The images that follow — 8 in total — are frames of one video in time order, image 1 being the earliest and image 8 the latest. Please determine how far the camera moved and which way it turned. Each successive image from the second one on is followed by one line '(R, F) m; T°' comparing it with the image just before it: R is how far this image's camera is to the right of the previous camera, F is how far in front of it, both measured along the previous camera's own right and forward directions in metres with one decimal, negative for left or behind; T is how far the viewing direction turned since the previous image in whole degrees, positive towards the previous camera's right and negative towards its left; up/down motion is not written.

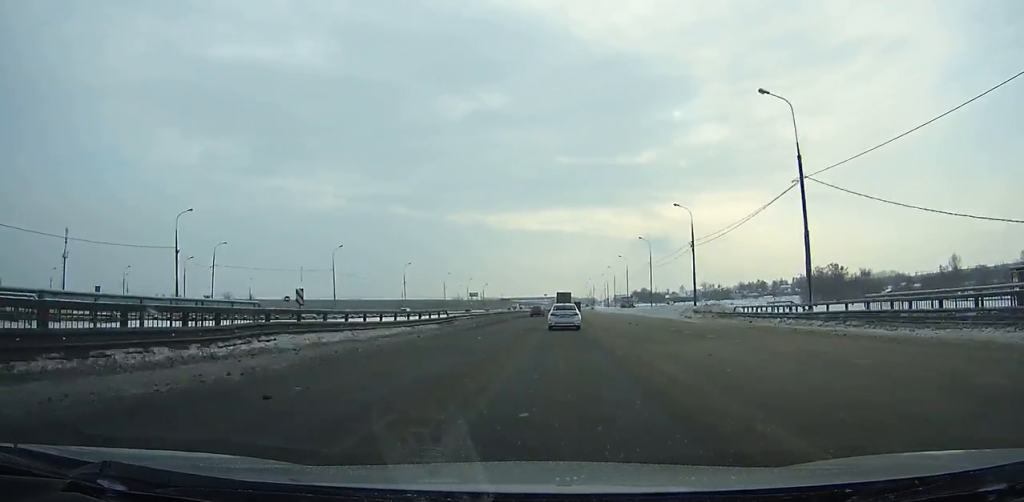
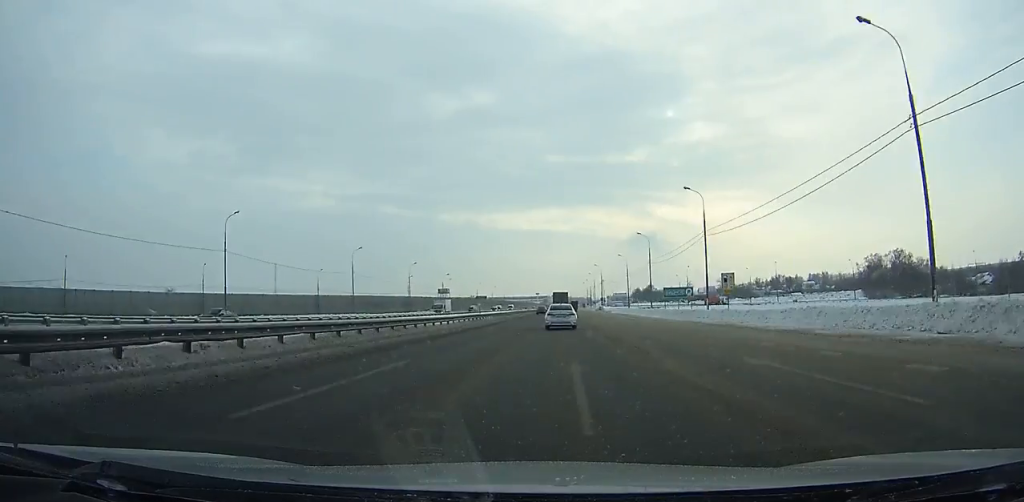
(+0.4, +74.3) m; +1°
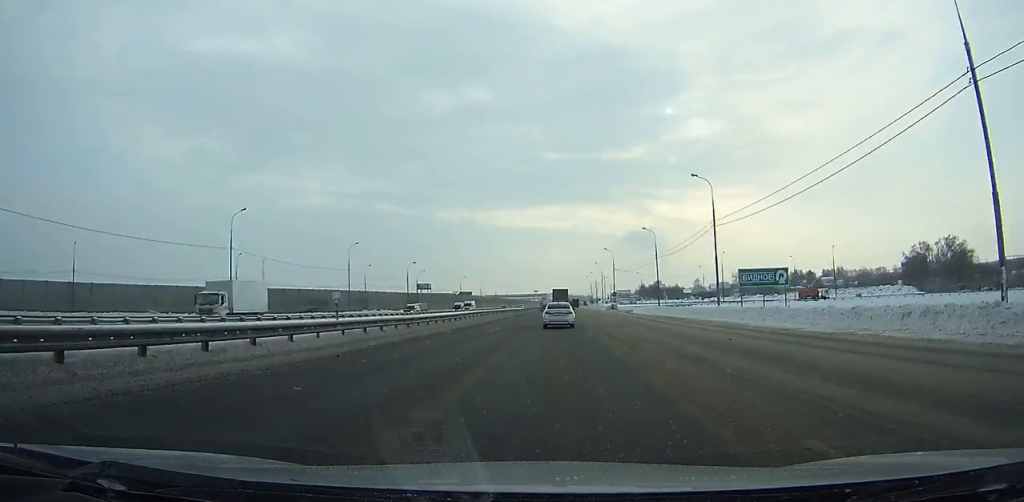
(+0.1, +38.3) m; 0°
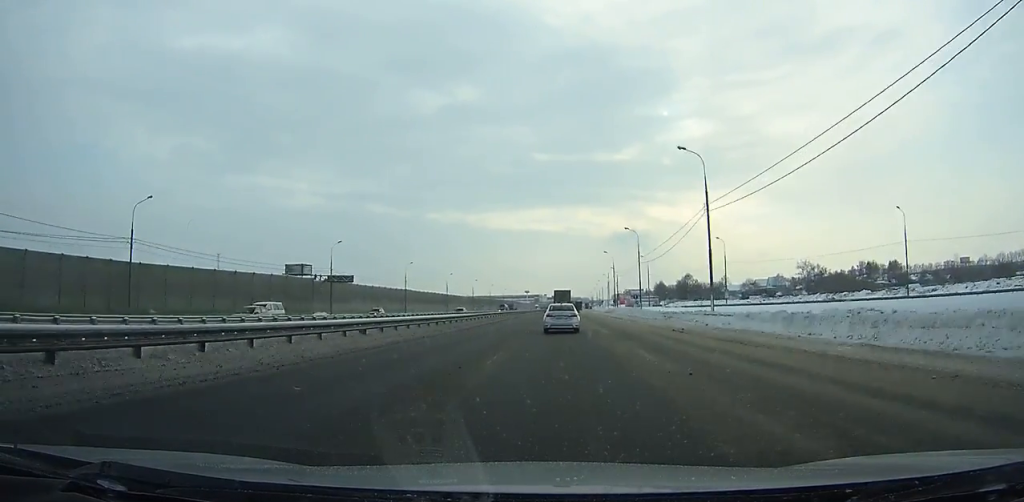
(+0.8, +114.6) m; +1°
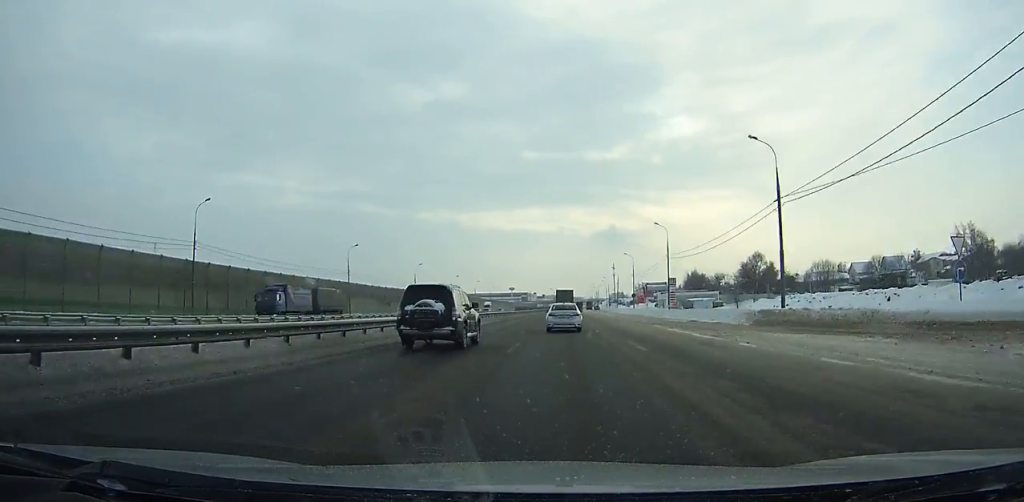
(+1.2, +125.7) m; +1°
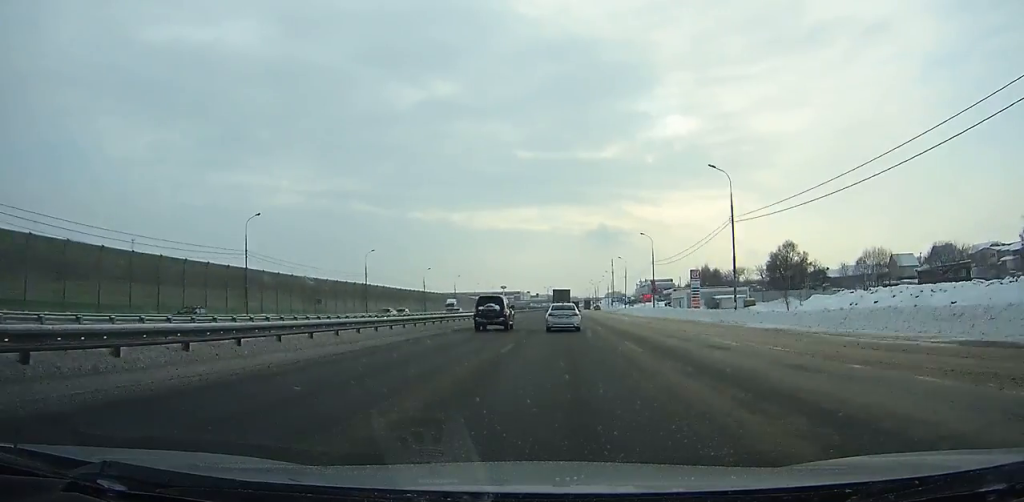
(+0.1, +31.8) m; 0°
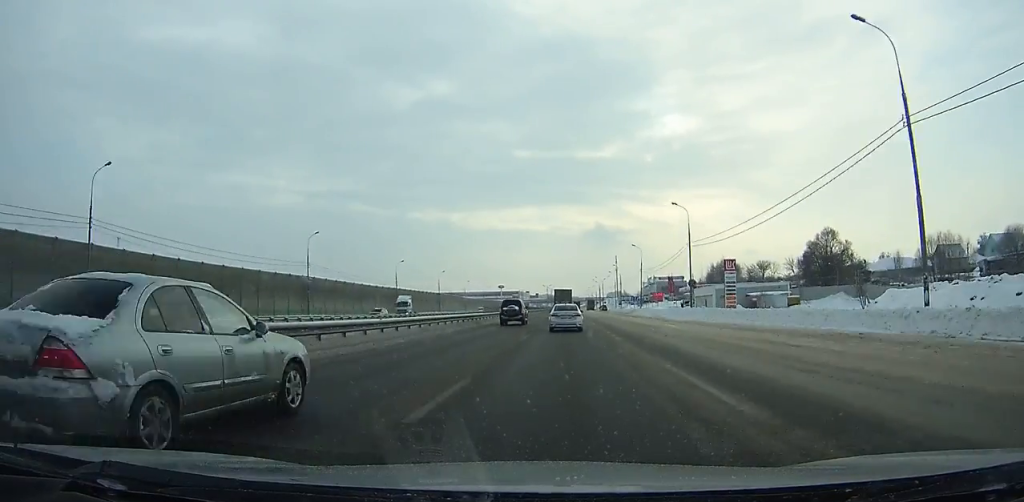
(+0.1, +26.3) m; 0°
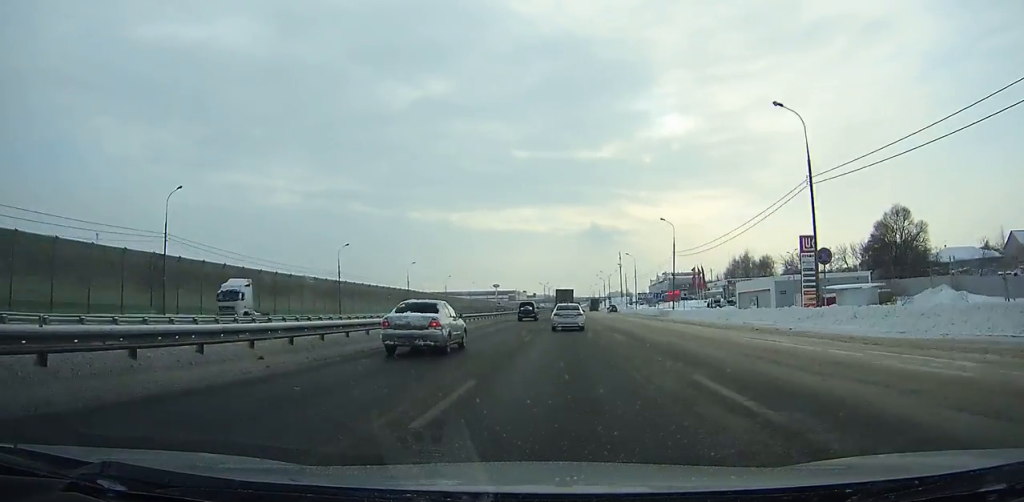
(0.0, +32.1) m; 0°
